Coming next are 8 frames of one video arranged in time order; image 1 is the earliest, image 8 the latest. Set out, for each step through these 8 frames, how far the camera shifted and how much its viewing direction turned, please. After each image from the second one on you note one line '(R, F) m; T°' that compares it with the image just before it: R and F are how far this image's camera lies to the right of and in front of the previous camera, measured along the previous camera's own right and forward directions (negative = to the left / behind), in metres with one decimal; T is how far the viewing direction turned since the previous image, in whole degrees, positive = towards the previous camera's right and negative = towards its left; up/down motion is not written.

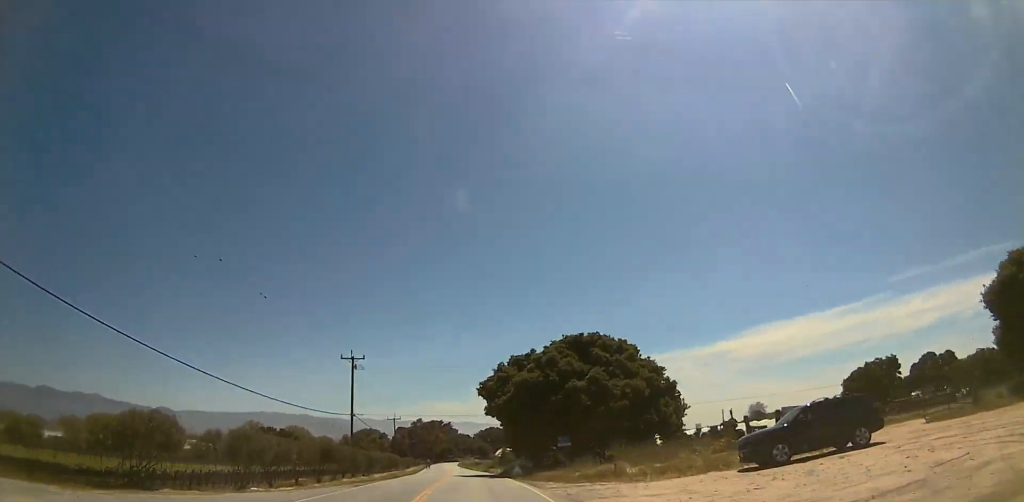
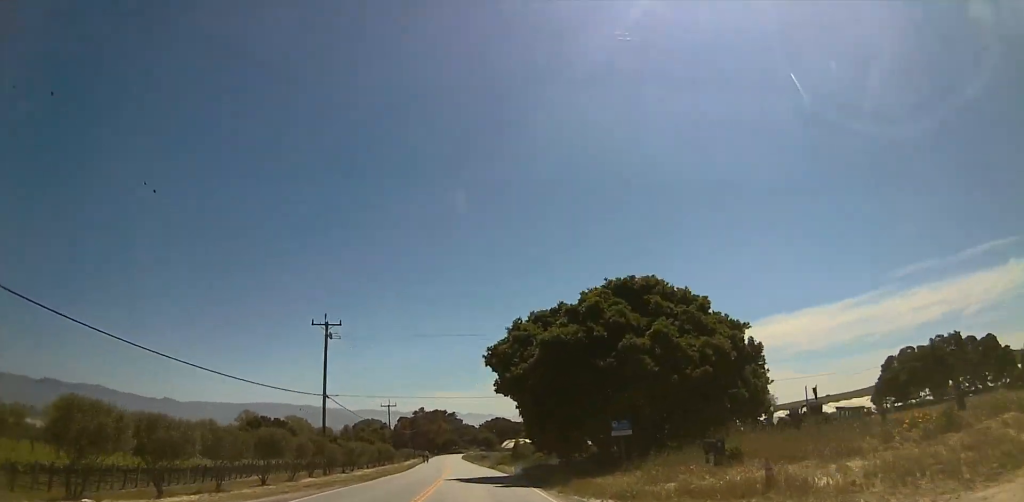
(+0.2, +15.0) m; -1°
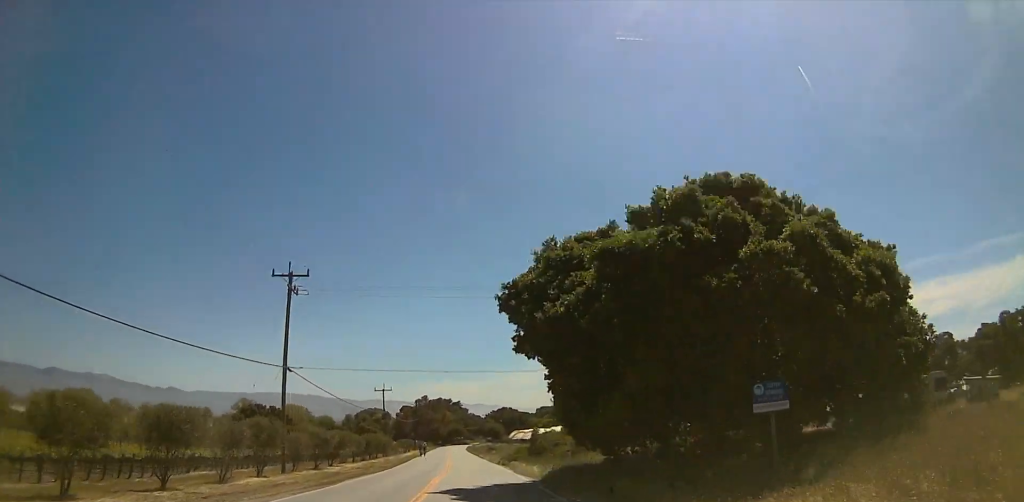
(-0.5, +13.4) m; -1°
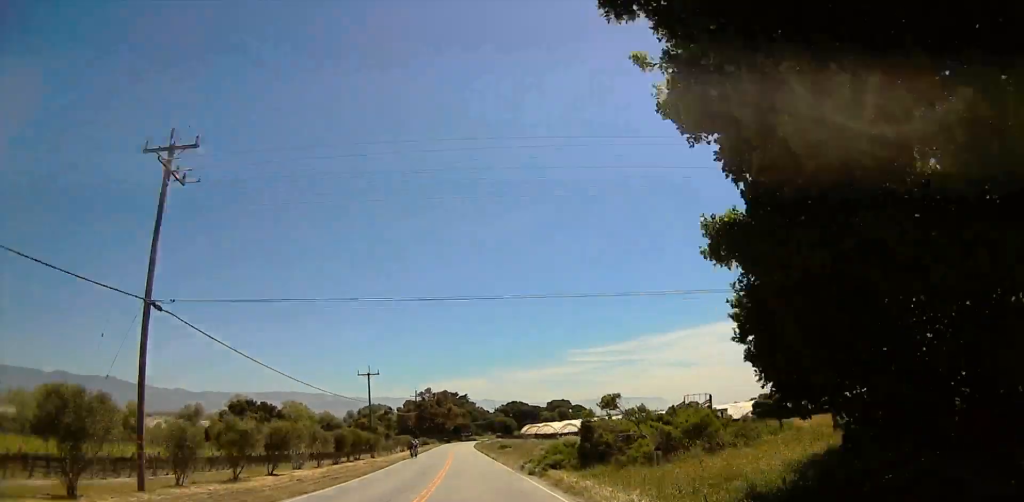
(-0.3, +17.9) m; -1°
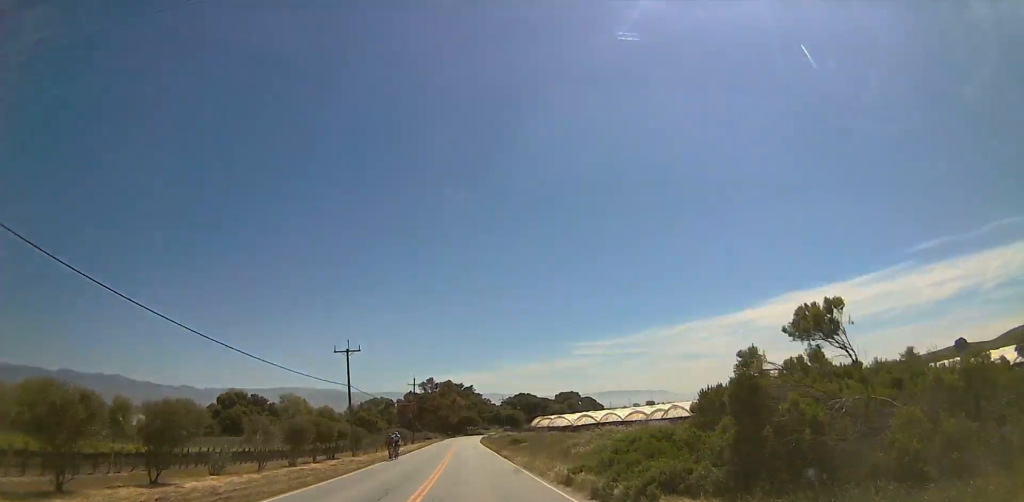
(0.0, +13.5) m; 0°
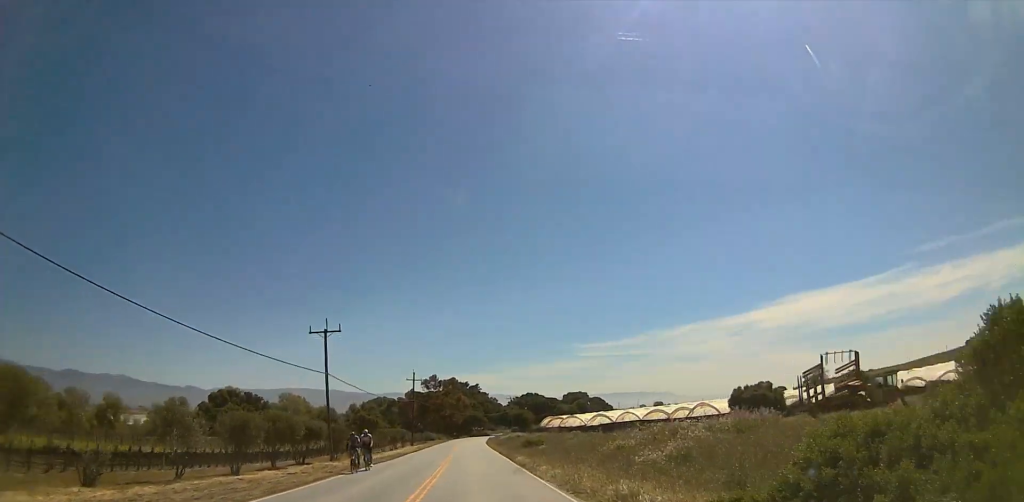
(0.0, +9.1) m; 0°
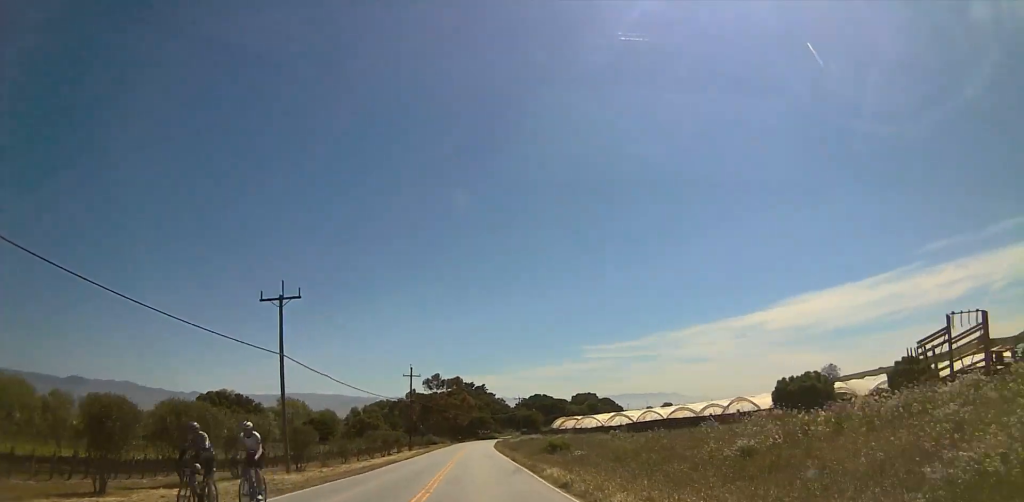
(0.0, +10.5) m; 0°
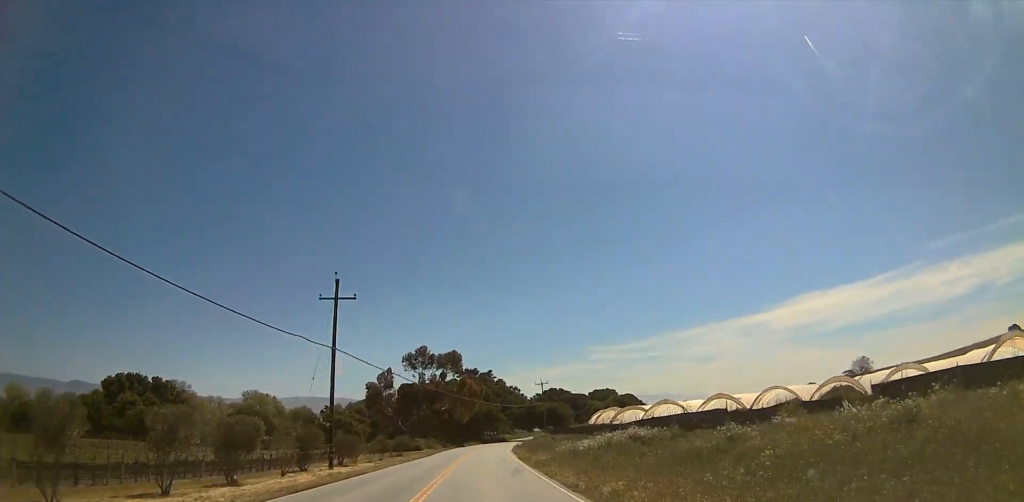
(-0.1, +47.5) m; 0°
